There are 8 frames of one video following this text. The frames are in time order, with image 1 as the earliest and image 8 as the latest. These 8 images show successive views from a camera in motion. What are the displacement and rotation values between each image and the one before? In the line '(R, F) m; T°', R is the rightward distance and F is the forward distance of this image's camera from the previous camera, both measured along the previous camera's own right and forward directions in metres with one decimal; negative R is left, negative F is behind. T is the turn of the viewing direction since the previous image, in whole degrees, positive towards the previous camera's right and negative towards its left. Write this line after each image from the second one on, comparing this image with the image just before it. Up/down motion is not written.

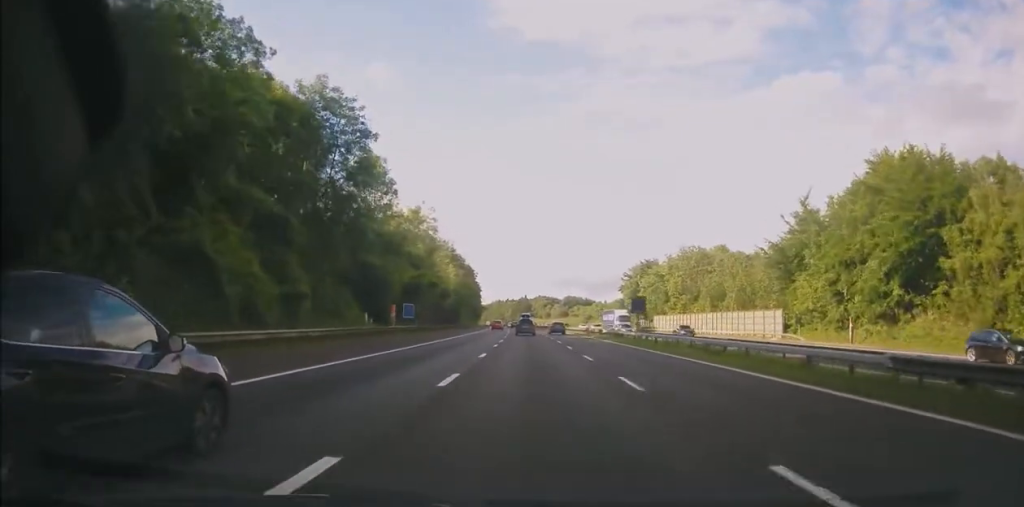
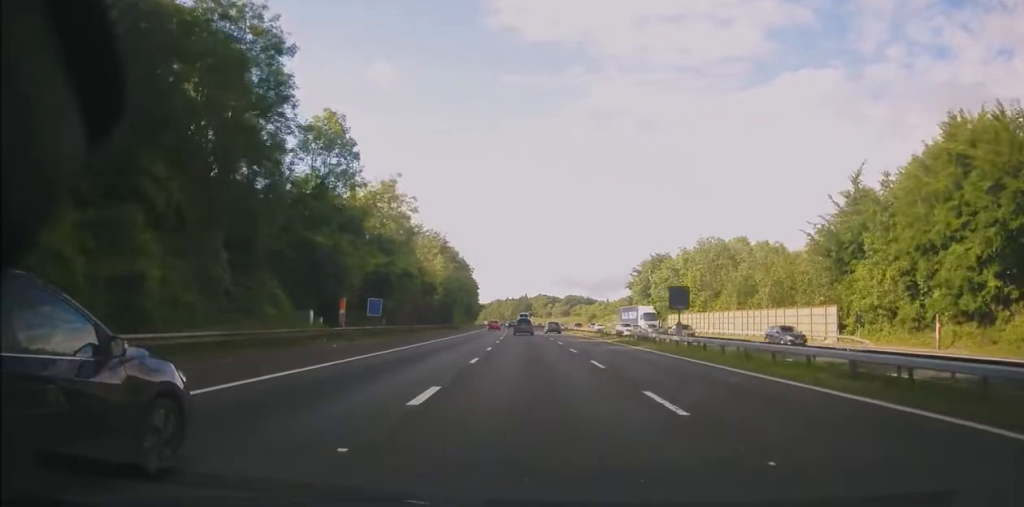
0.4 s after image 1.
(+0.1, +12.1) m; 0°
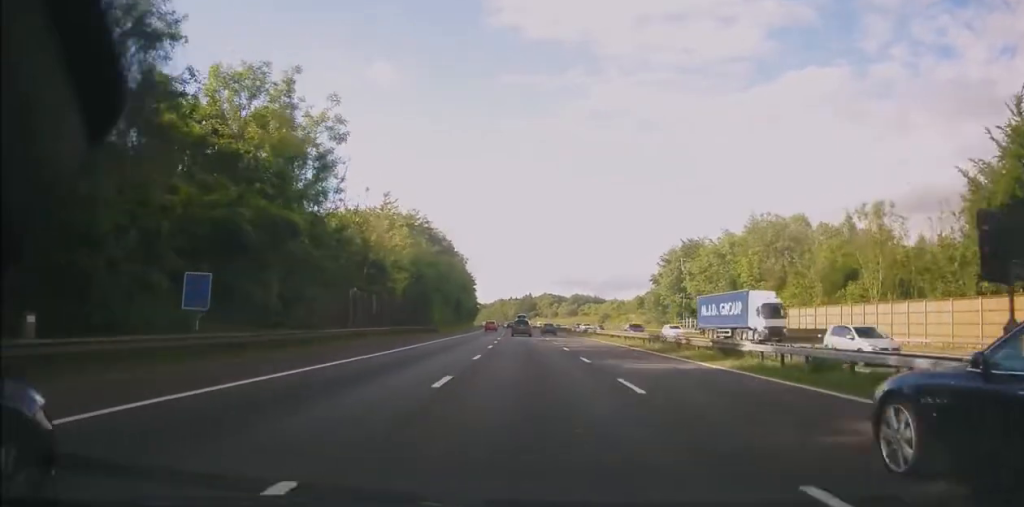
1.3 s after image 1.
(-0.3, +24.1) m; -1°
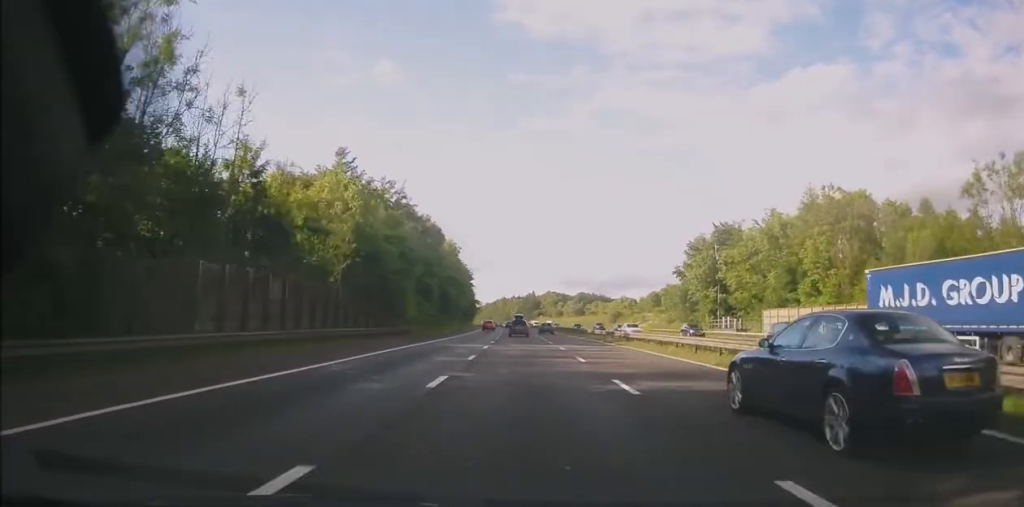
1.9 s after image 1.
(0.0, +17.7) m; 0°
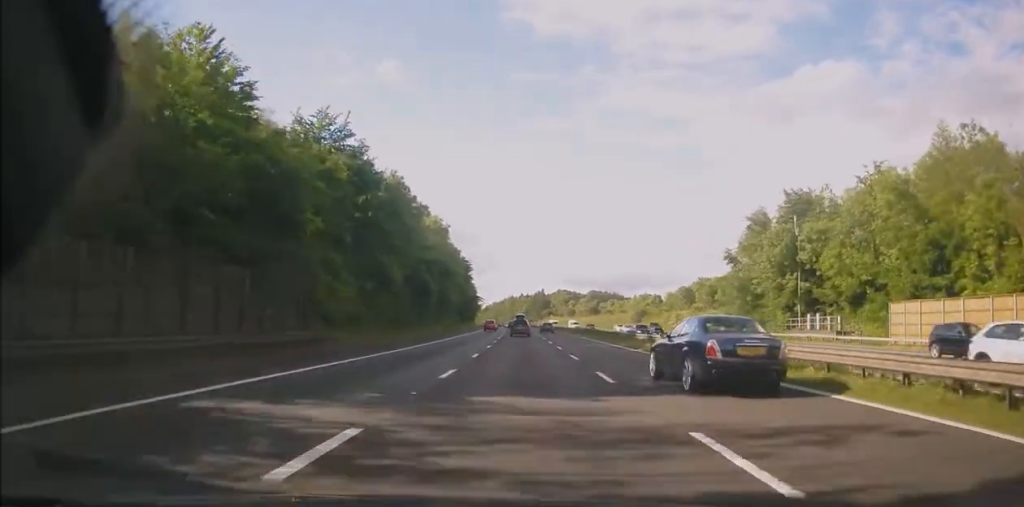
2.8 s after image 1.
(0.0, +24.1) m; 0°
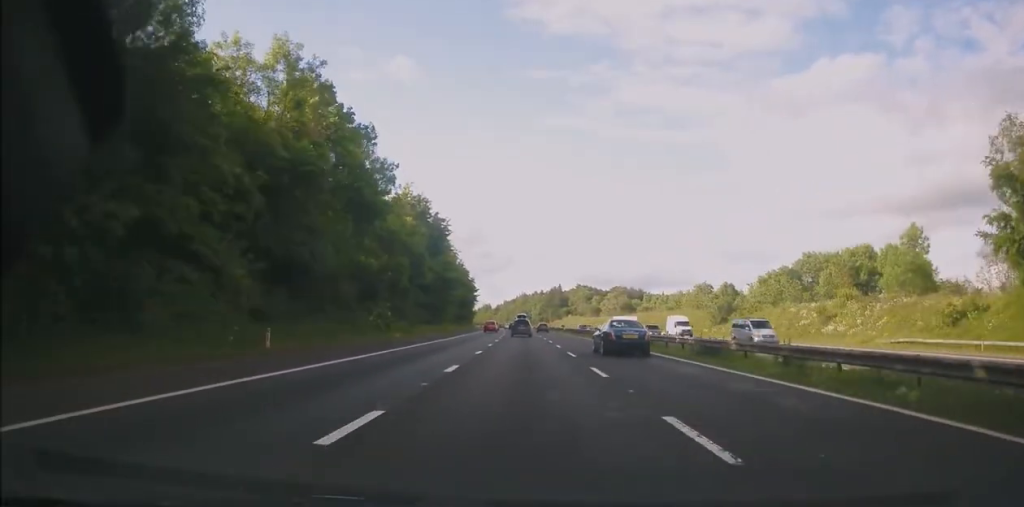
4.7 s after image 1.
(-0.6, +51.8) m; -1°
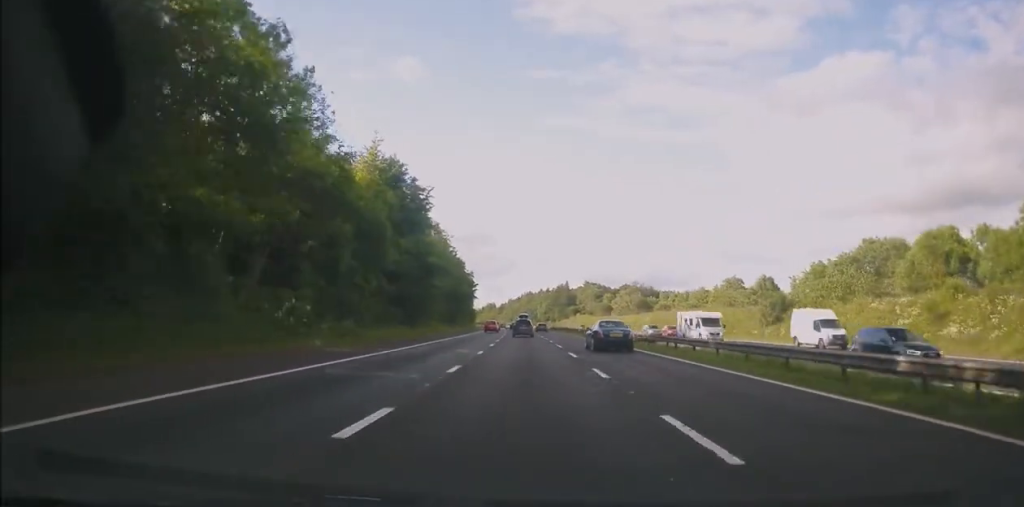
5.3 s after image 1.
(+0.1, +17.6) m; 0°
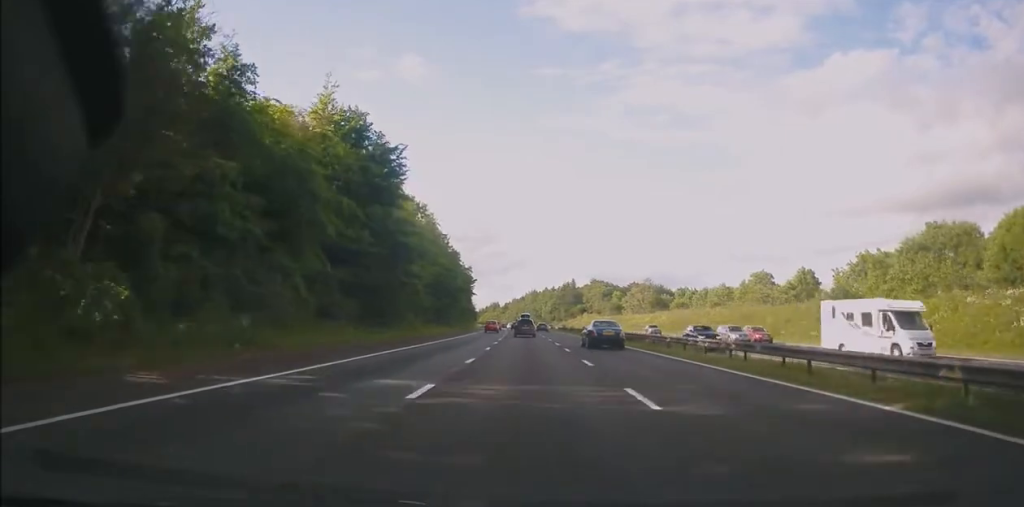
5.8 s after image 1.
(-0.1, +13.9) m; -1°
